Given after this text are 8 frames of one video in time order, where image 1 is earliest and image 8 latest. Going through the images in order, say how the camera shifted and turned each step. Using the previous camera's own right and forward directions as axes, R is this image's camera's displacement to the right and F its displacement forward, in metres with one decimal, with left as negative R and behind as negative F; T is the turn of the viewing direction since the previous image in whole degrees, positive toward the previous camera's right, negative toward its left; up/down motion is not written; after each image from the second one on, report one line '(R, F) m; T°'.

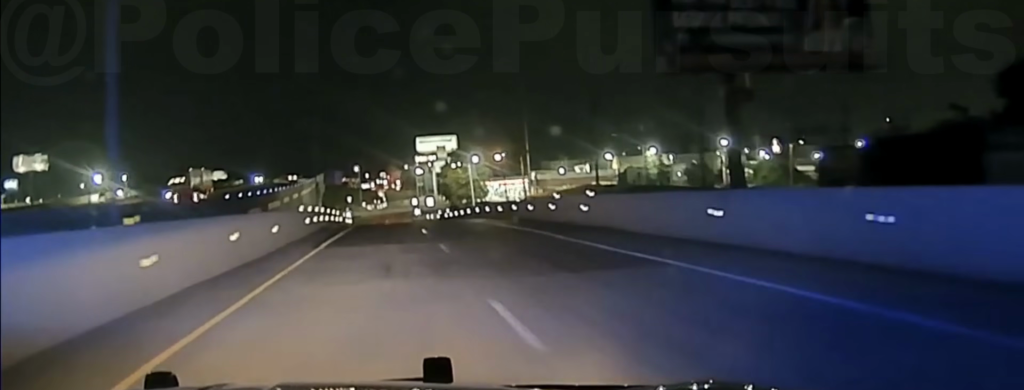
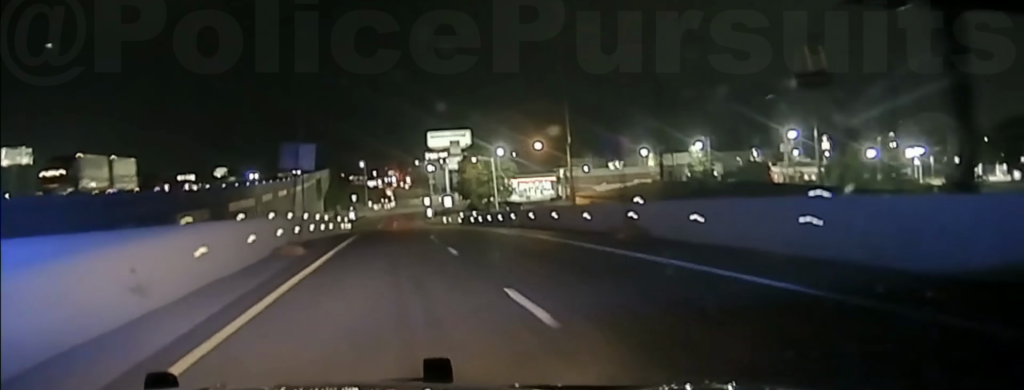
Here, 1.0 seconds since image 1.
(-0.3, +20.2) m; -1°
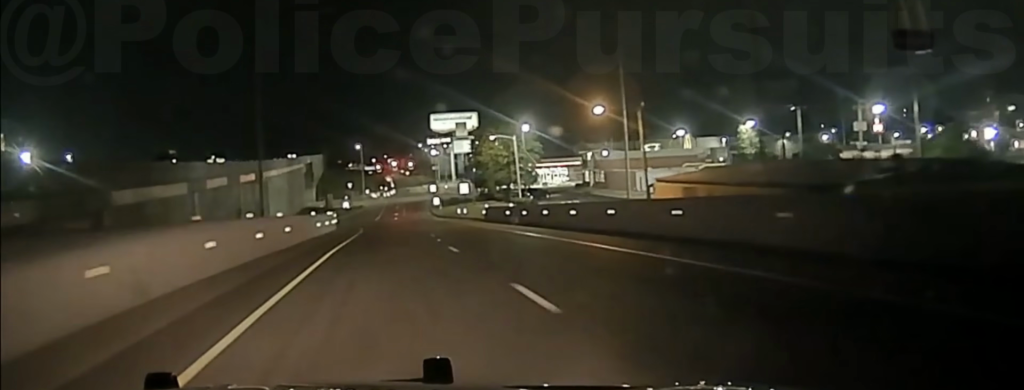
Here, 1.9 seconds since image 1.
(-0.2, +21.3) m; 0°
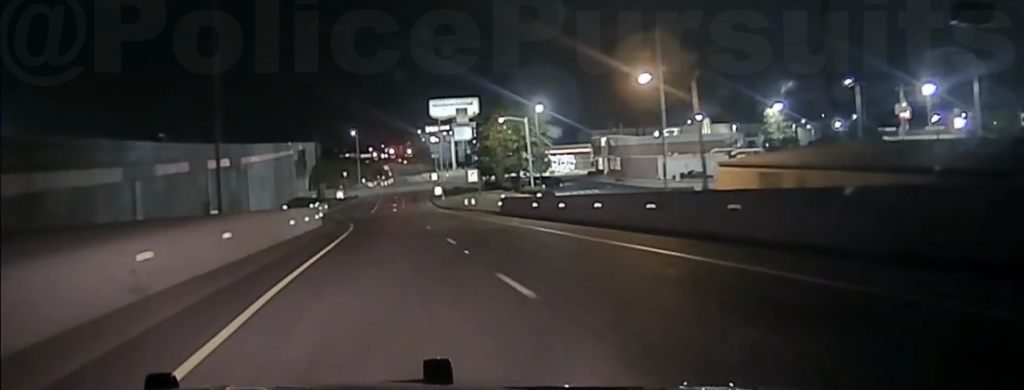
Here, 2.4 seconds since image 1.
(-0.1, +10.0) m; 0°
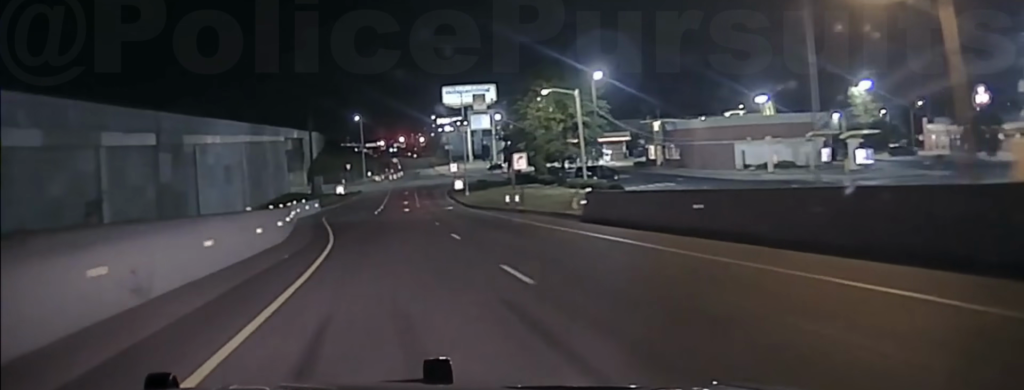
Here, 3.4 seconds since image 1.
(+0.5, +24.8) m; 0°
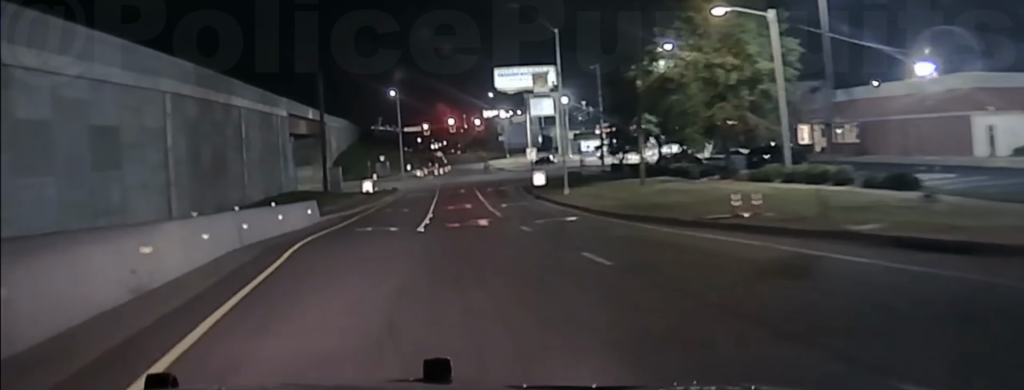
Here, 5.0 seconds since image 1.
(-1.1, +38.9) m; -2°
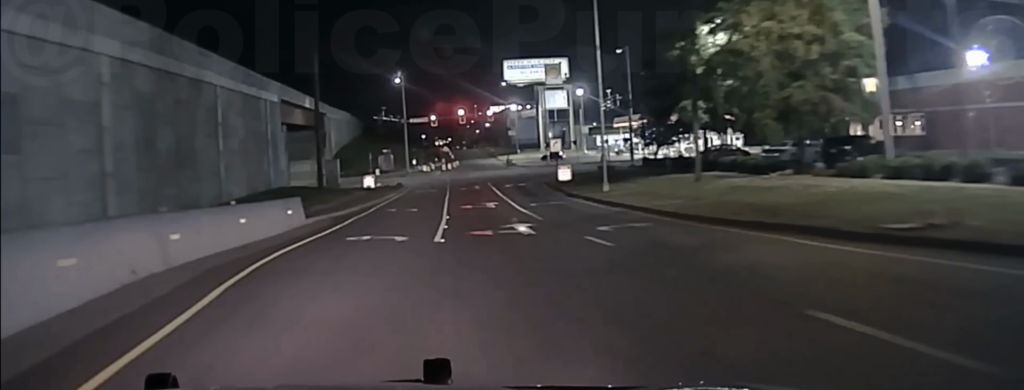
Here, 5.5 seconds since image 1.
(0.0, +11.2) m; 0°
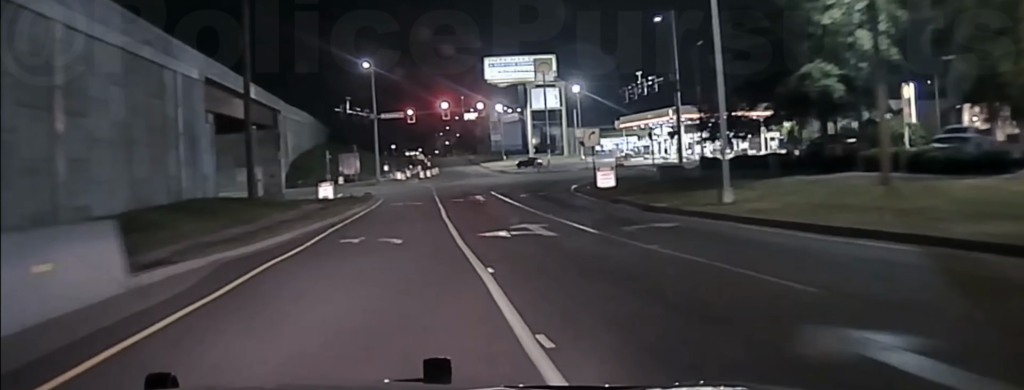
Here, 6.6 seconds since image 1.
(0.0, +21.6) m; +1°
